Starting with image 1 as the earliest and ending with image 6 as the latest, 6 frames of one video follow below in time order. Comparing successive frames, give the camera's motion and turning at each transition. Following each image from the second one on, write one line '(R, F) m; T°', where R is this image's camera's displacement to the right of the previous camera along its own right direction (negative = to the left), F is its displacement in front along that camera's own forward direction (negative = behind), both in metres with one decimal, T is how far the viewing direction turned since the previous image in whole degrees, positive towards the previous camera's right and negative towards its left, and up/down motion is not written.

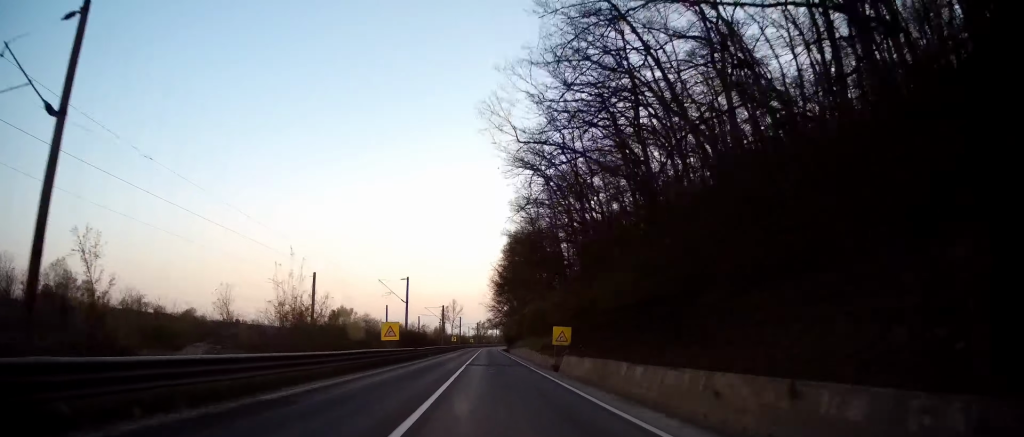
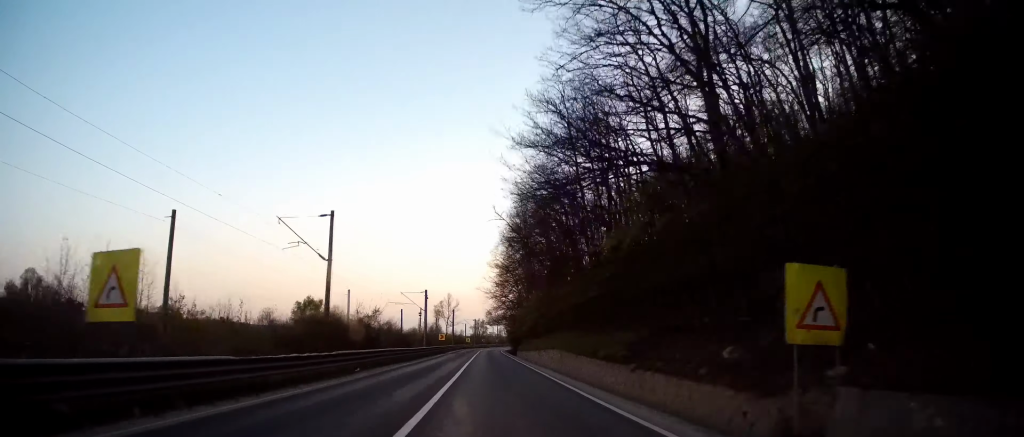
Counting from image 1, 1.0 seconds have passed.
(-0.1, +28.1) m; 0°
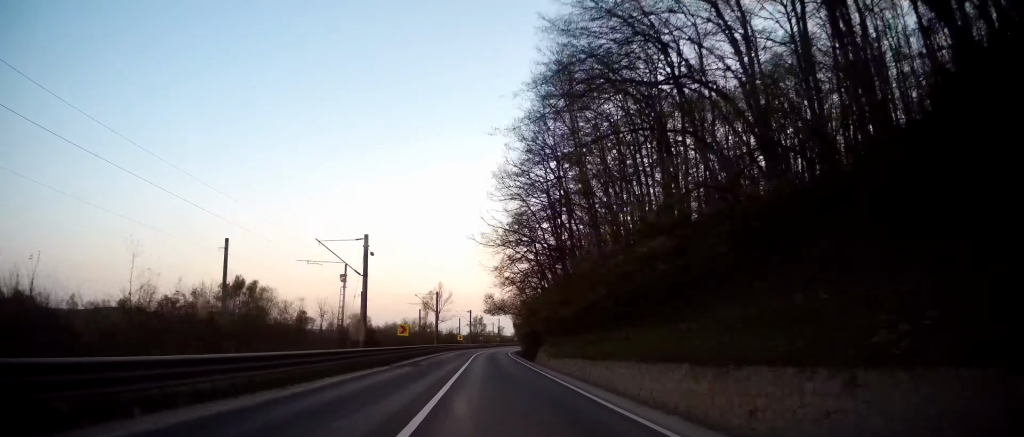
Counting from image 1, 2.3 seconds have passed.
(+0.4, +36.2) m; 0°
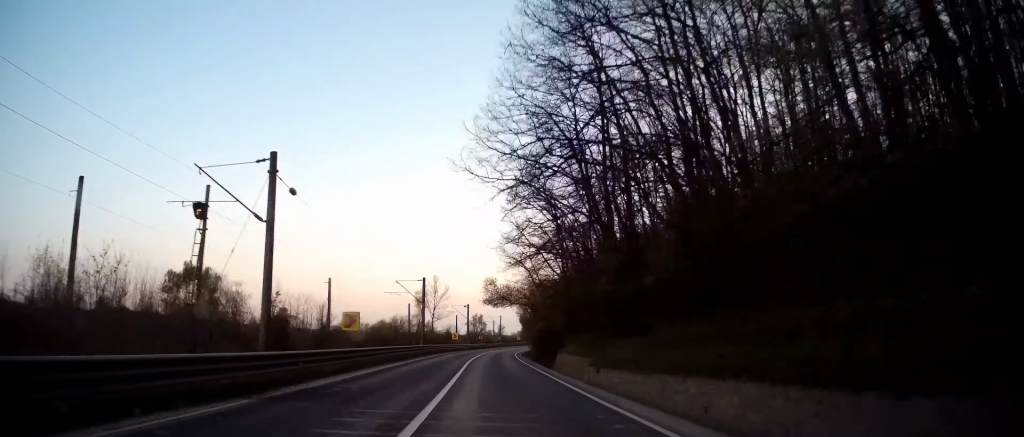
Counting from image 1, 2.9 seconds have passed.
(-0.3, +16.5) m; 0°
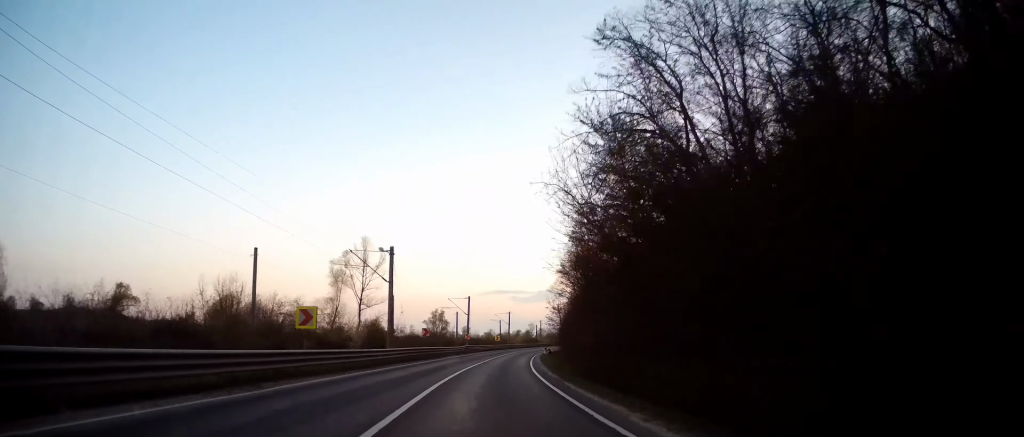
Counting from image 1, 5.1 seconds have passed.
(+1.4, +59.8) m; +3°
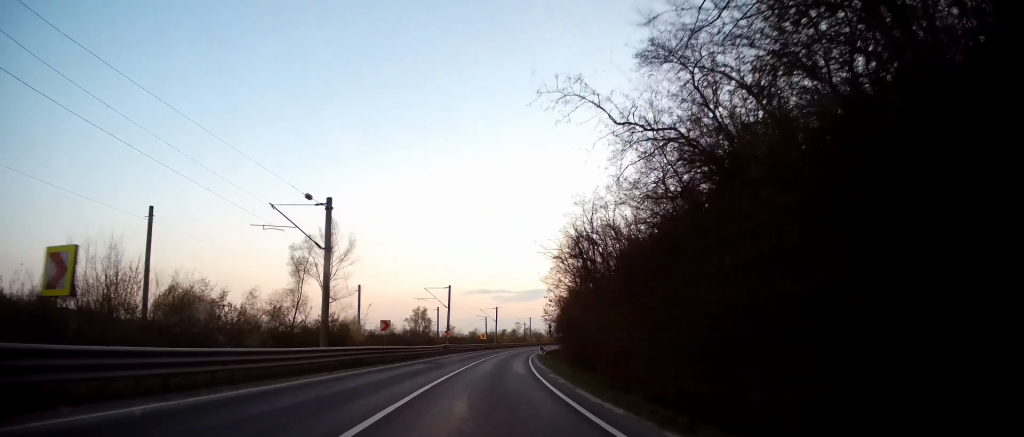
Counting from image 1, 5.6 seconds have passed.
(+0.1, +12.7) m; +1°
